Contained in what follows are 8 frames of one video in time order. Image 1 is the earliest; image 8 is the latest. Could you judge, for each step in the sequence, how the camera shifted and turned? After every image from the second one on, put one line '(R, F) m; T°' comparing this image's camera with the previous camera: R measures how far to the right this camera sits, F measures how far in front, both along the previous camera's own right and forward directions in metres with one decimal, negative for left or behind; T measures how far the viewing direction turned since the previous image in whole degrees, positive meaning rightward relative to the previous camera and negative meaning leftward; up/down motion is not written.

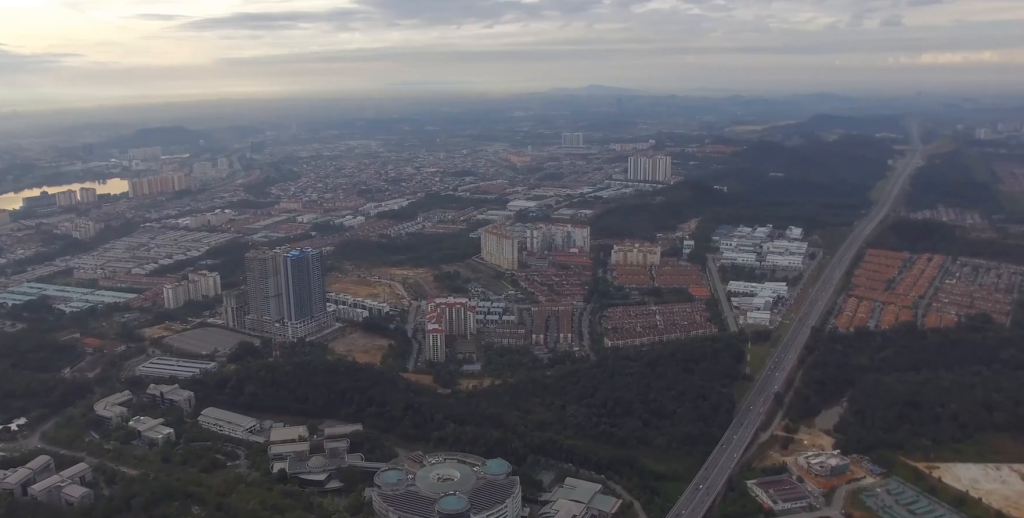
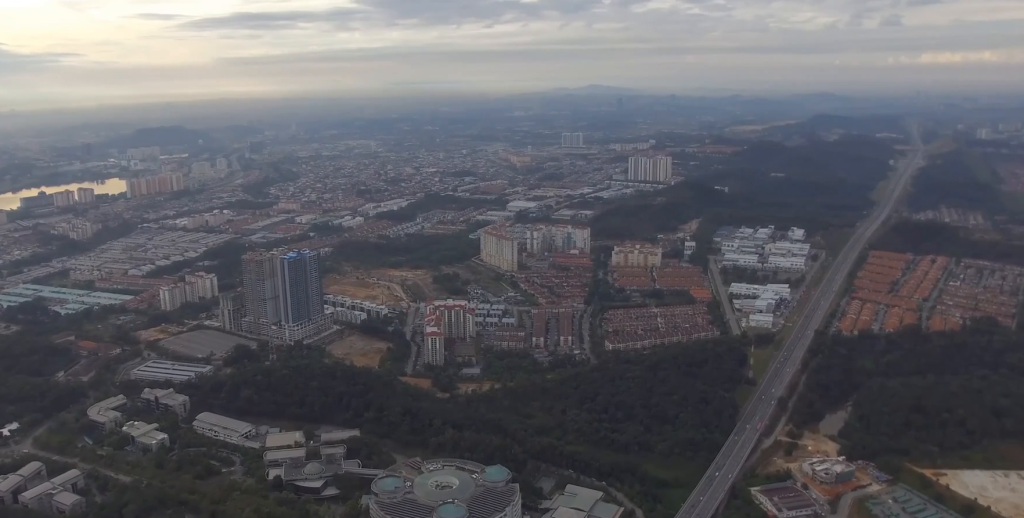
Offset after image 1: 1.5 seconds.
(0.0, +14.7) m; 0°
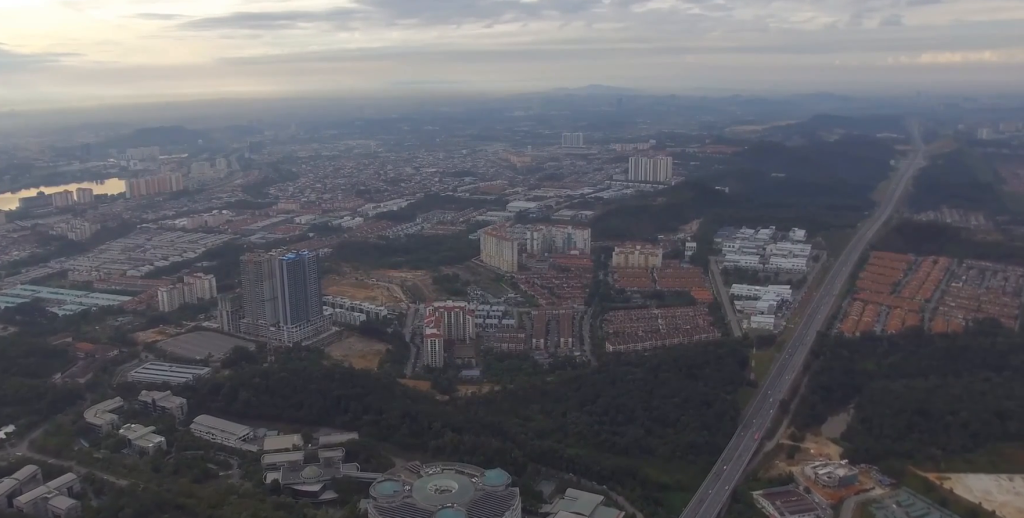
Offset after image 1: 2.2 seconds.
(0.0, +7.6) m; 0°
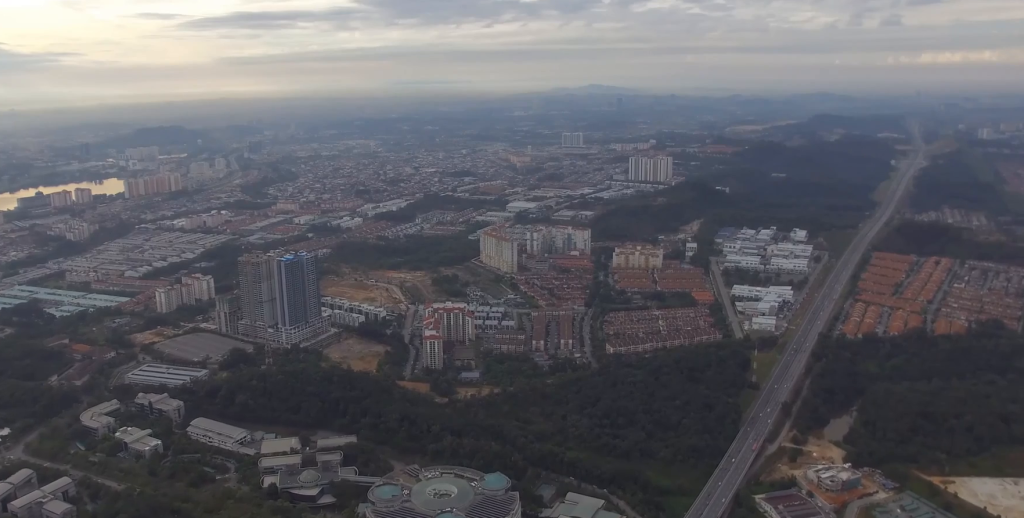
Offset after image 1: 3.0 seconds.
(0.0, +8.0) m; 0°
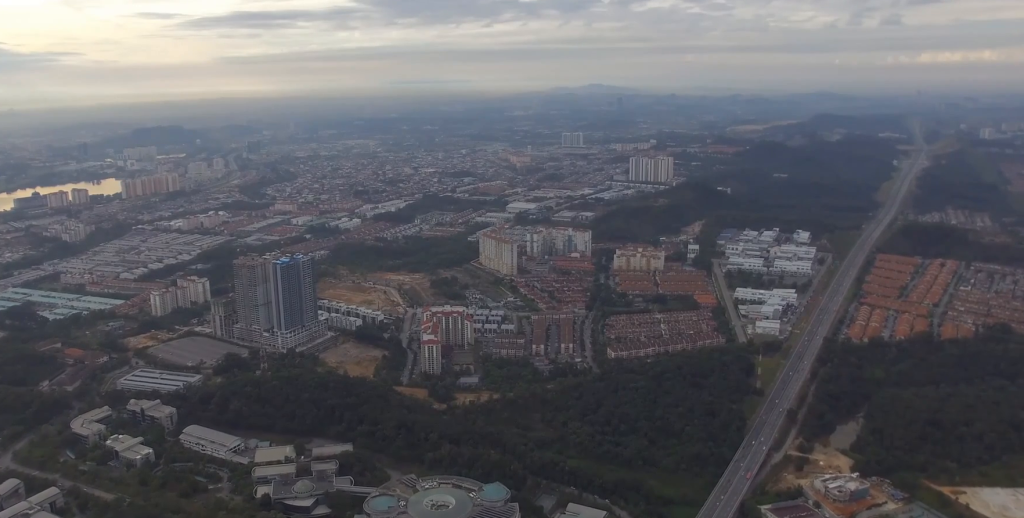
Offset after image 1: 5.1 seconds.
(0.0, +20.8) m; 0°
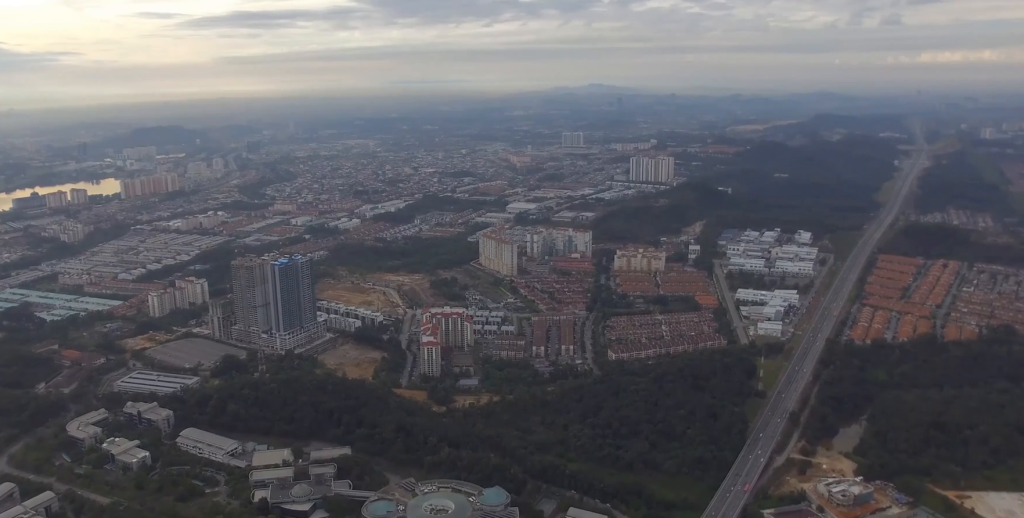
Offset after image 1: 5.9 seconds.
(0.0, +8.0) m; 0°
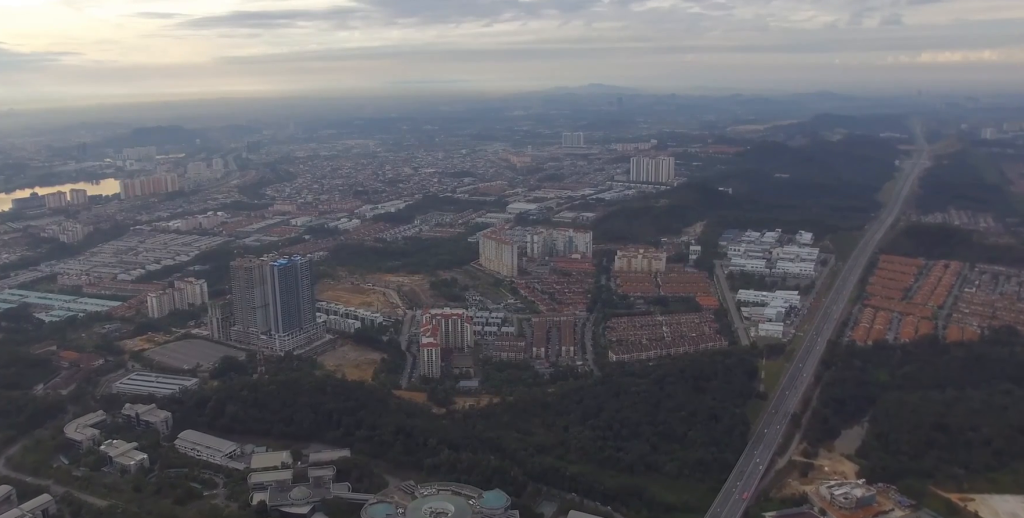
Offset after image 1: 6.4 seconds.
(0.0, +5.2) m; 0°
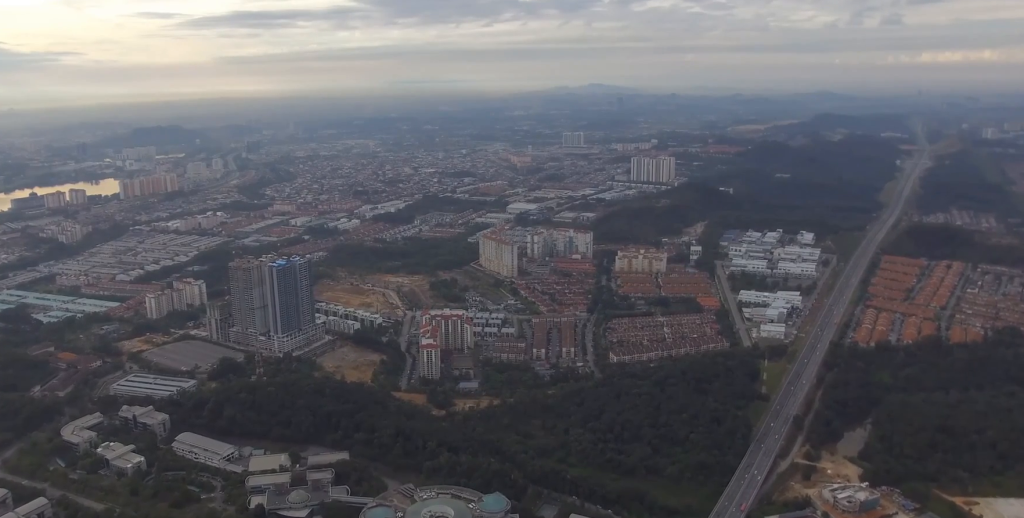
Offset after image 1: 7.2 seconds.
(0.0, +7.2) m; 0°
